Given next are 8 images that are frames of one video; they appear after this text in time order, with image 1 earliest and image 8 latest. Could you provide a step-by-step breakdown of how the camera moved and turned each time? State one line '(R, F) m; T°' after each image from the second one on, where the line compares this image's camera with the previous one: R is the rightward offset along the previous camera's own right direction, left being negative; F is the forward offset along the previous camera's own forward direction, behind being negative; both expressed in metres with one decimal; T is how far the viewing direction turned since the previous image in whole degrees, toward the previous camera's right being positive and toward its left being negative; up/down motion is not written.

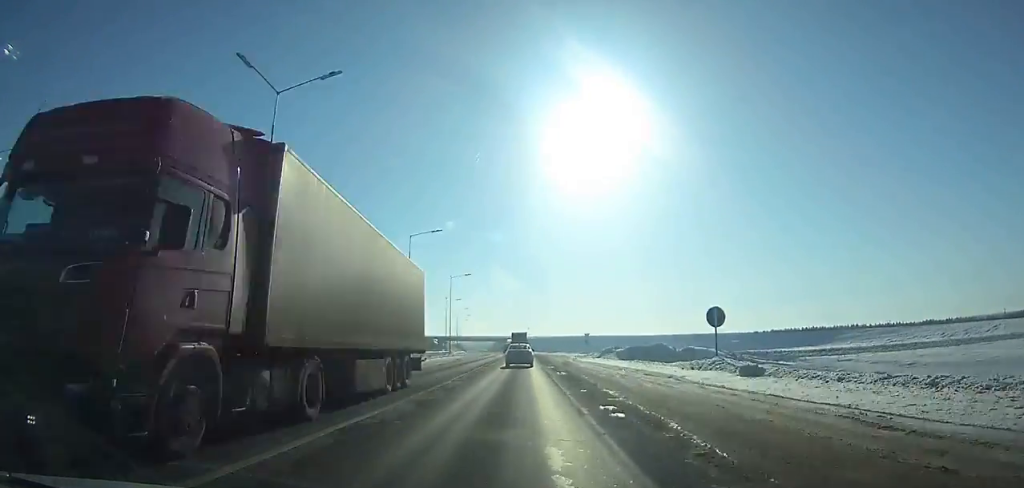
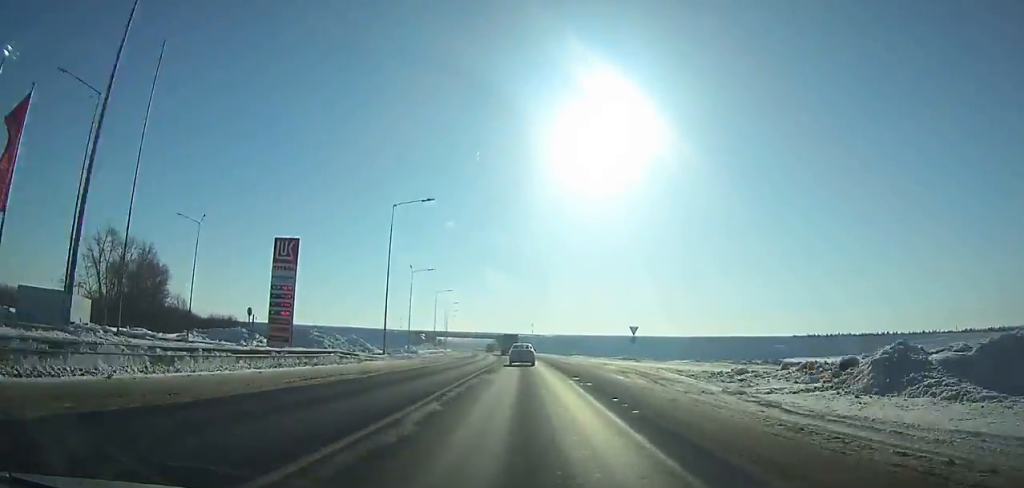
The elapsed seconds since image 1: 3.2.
(-0.1, +47.1) m; 0°
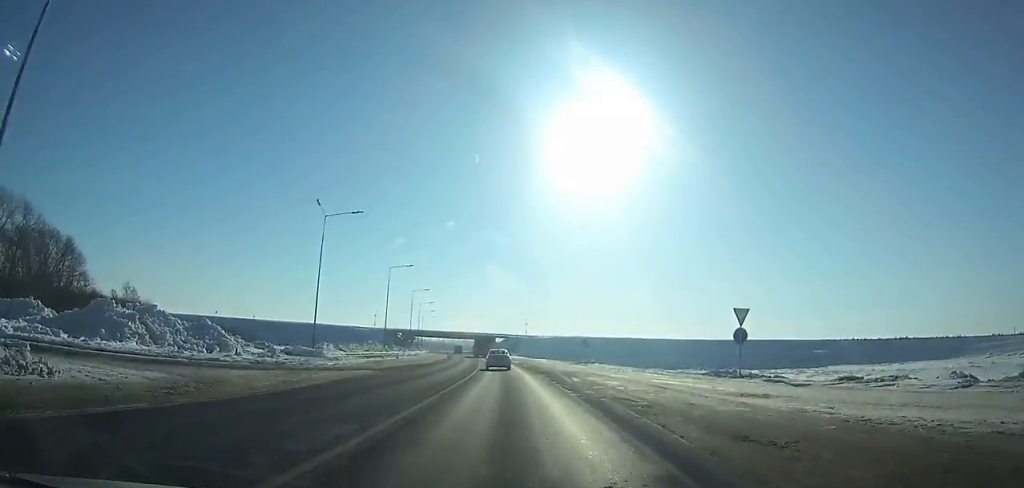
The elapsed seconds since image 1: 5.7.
(-0.2, +38.4) m; -1°
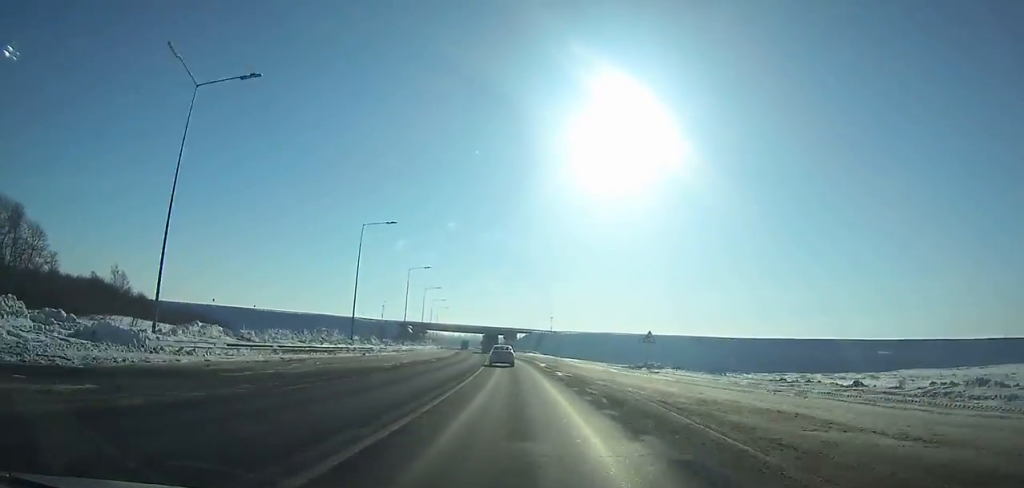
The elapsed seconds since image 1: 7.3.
(-0.1, +25.4) m; -1°
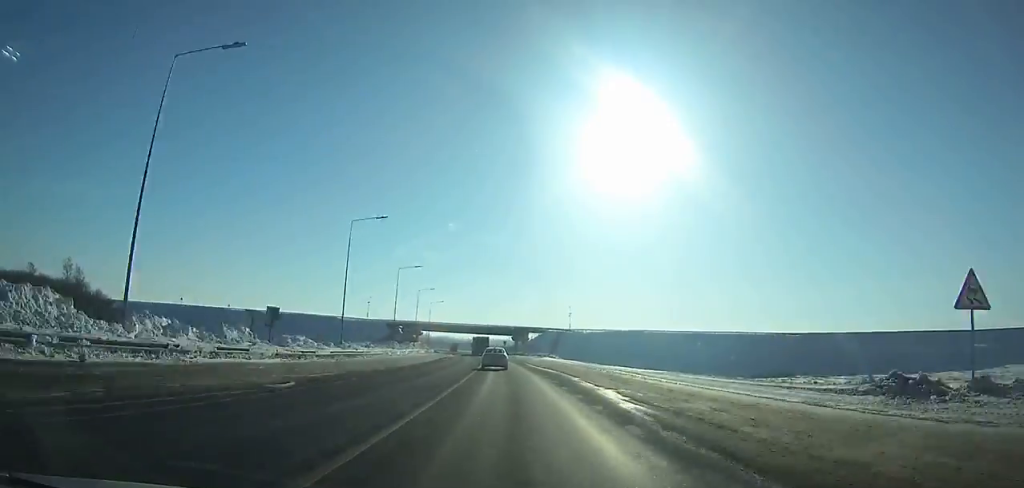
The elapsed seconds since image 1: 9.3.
(-0.3, +32.8) m; -2°
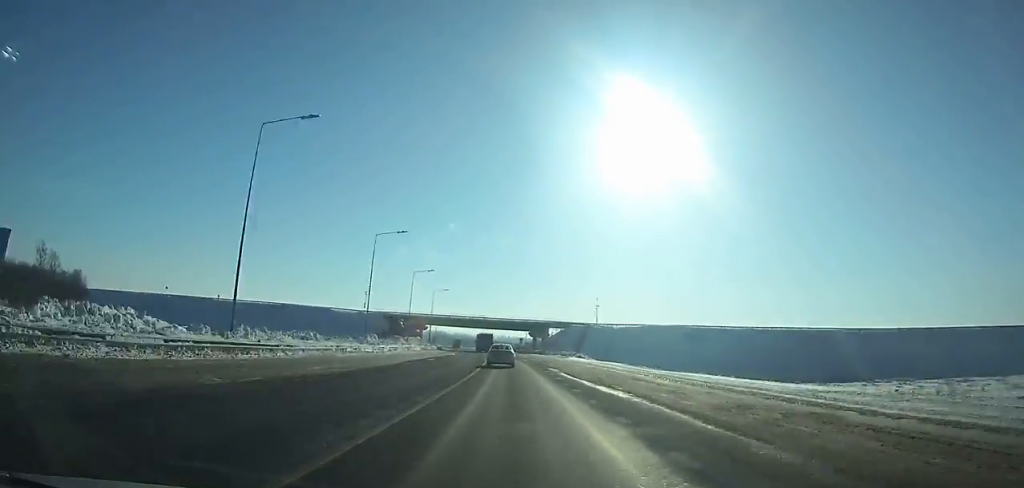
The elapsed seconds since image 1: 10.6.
(-0.4, +22.1) m; -1°
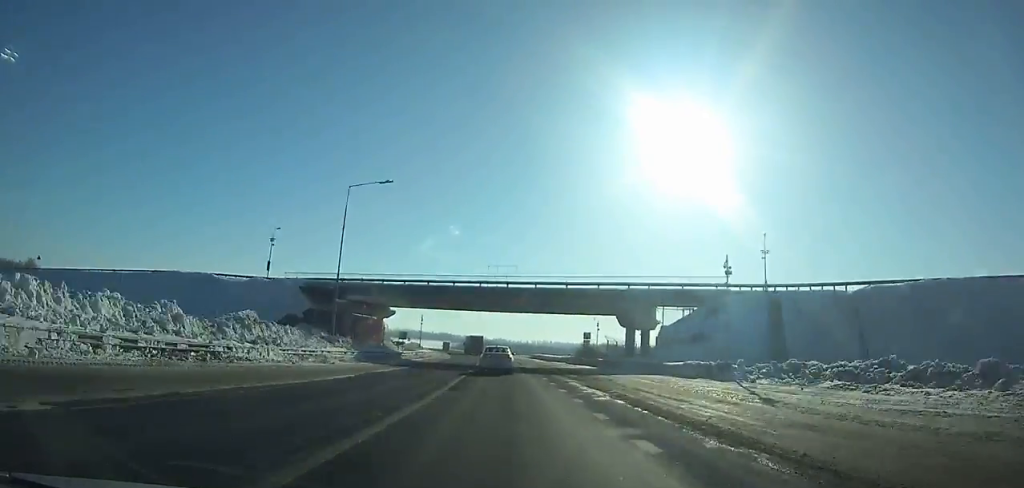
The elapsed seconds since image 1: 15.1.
(-2.6, +77.9) m; -4°
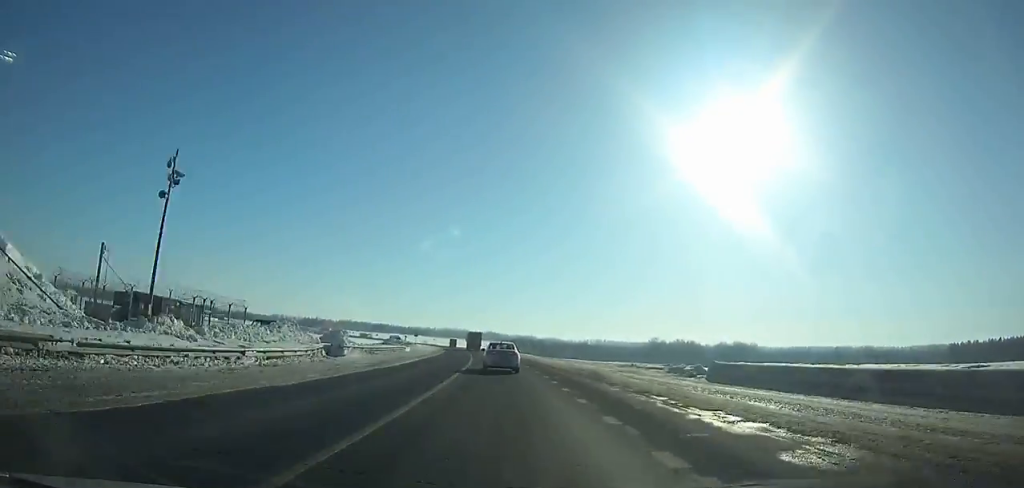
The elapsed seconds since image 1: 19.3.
(-3.3, +74.1) m; -5°
